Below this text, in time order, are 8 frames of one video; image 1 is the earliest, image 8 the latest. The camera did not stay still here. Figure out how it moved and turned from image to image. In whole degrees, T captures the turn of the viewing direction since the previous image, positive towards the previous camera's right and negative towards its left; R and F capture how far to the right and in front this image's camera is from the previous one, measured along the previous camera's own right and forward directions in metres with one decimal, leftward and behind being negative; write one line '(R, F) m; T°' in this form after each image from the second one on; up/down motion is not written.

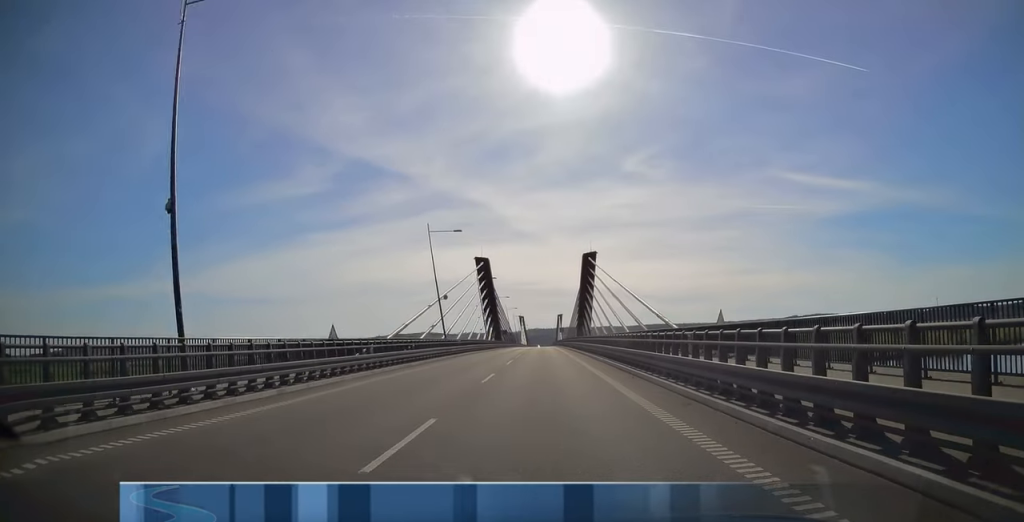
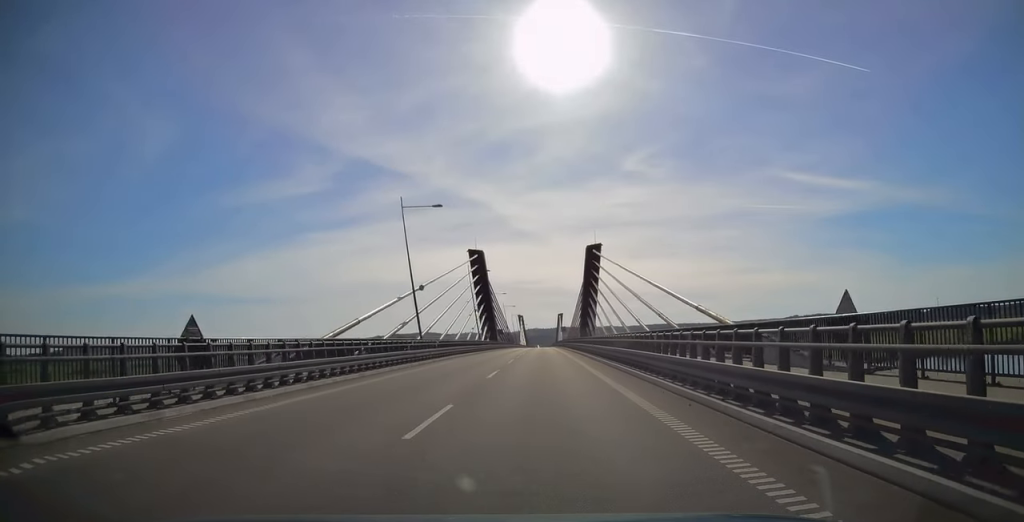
(-0.2, +10.0) m; 0°
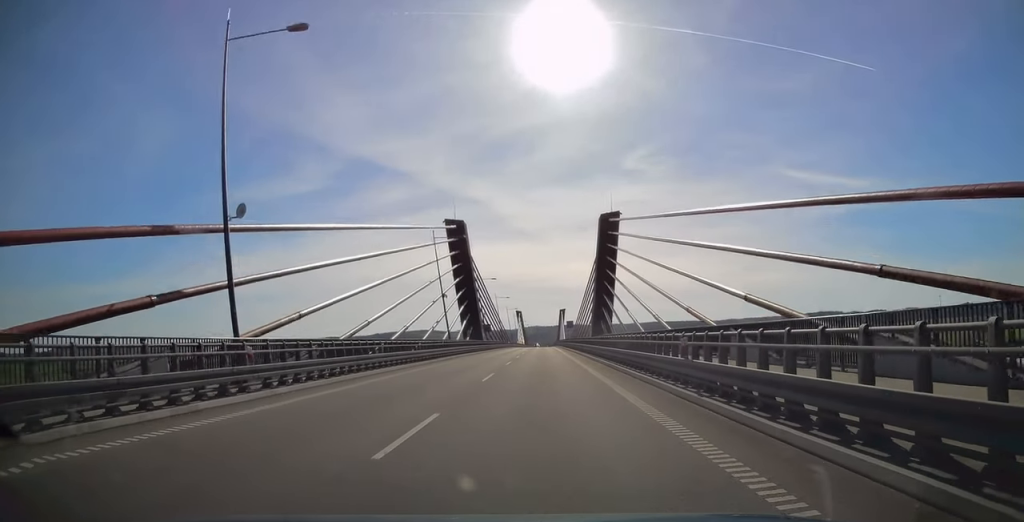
(0.0, +25.5) m; 0°
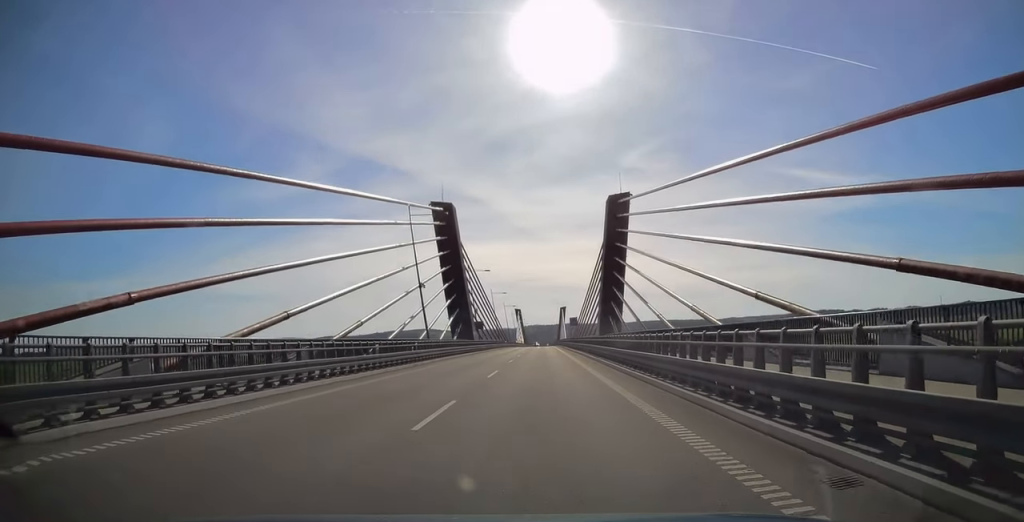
(+0.1, +10.0) m; 0°
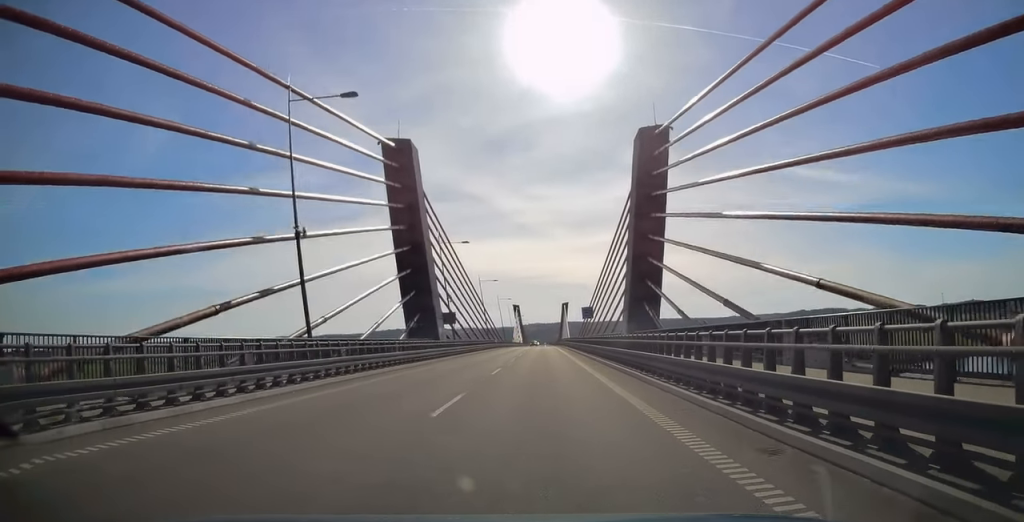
(-0.4, +22.7) m; 0°
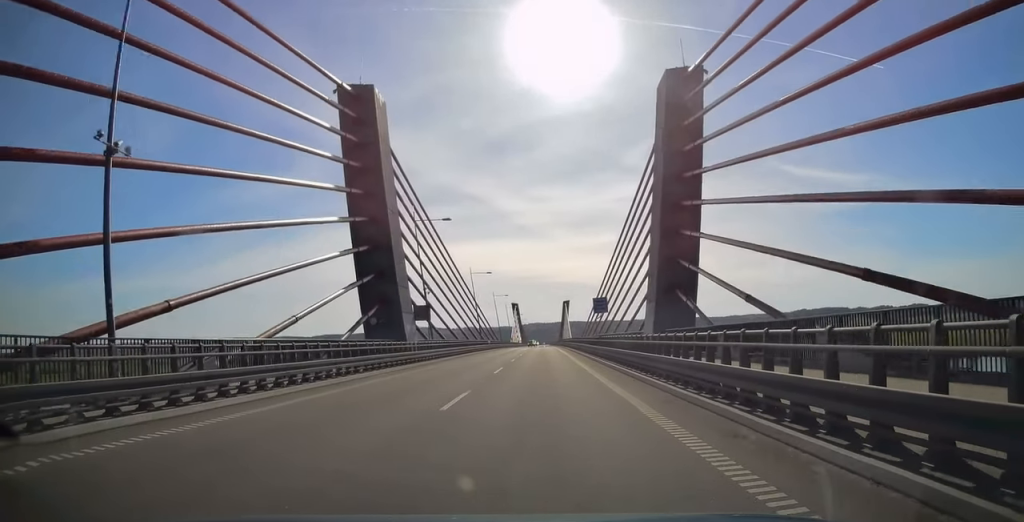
(+0.2, +11.0) m; +1°
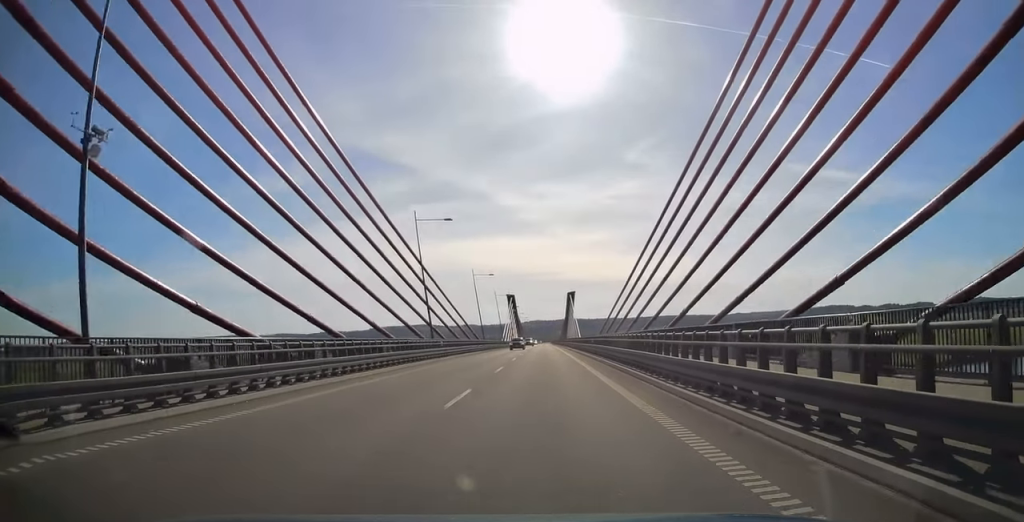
(-0.2, +35.9) m; -1°
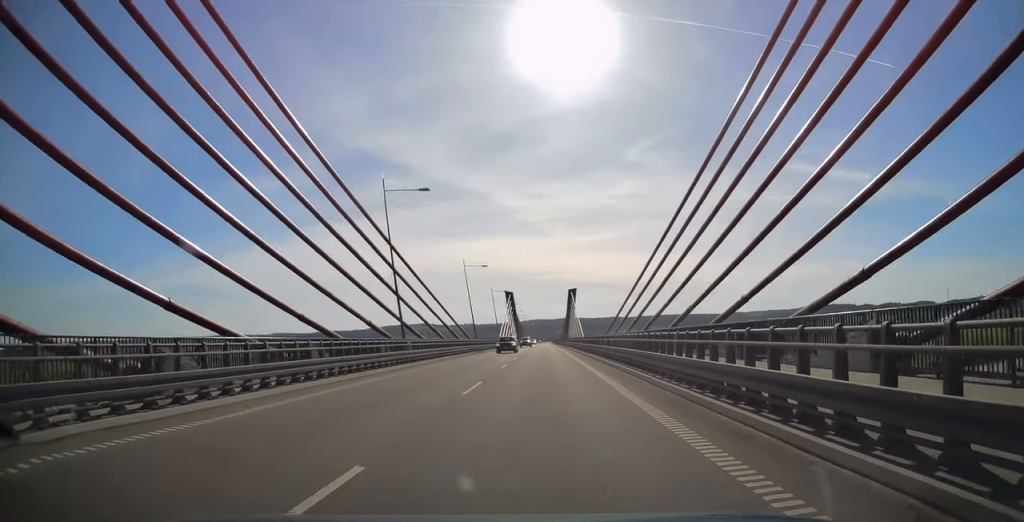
(-0.2, +9.4) m; 0°
